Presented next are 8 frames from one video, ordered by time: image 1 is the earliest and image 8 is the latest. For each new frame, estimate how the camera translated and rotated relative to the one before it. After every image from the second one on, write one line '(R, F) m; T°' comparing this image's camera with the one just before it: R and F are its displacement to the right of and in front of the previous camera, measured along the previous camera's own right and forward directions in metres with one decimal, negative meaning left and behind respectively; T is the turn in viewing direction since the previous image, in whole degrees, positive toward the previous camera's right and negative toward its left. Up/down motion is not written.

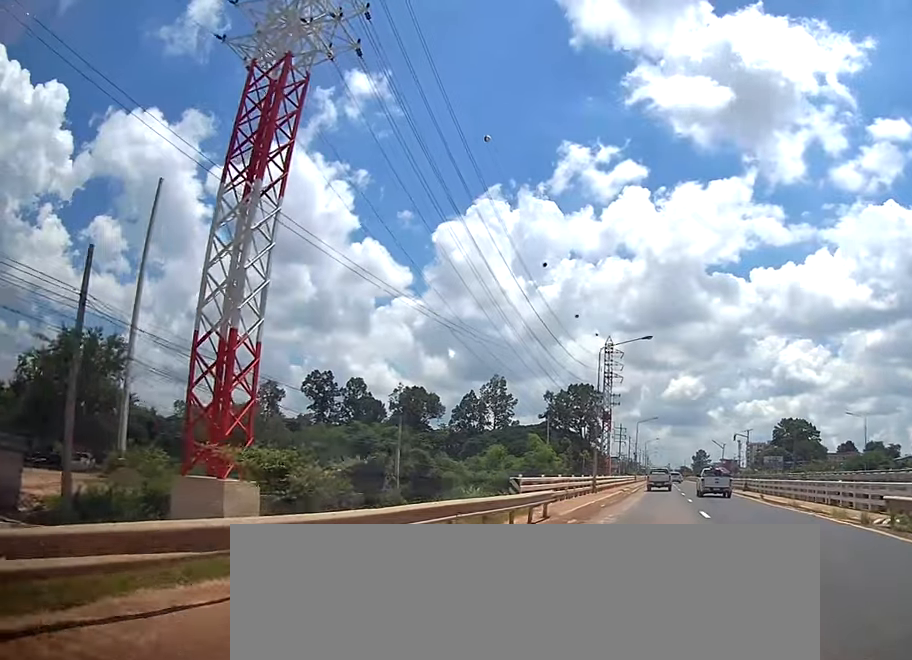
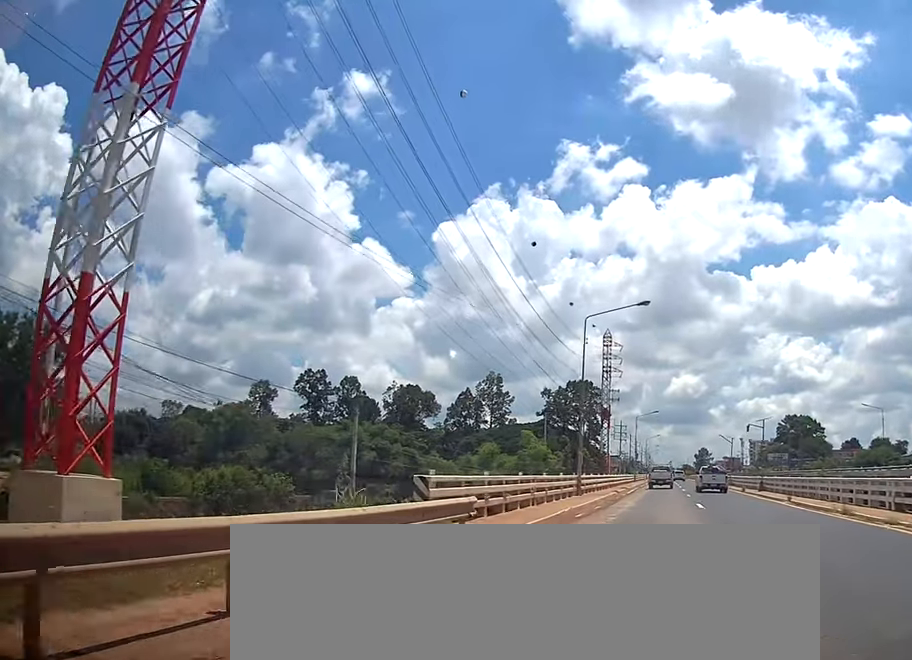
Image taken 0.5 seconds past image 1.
(0.0, +7.9) m; 0°
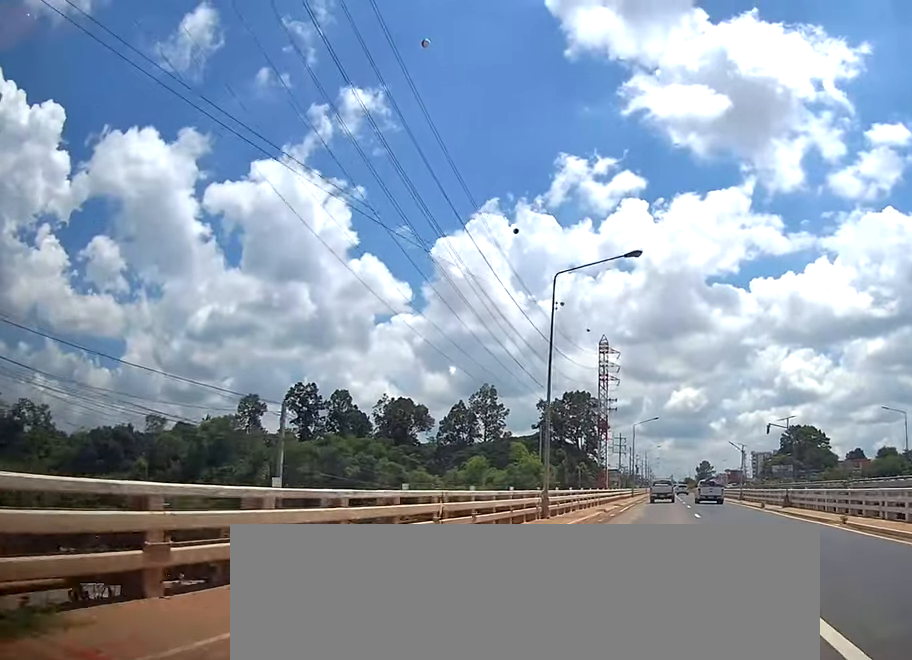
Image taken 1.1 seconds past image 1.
(-0.5, +9.4) m; 0°
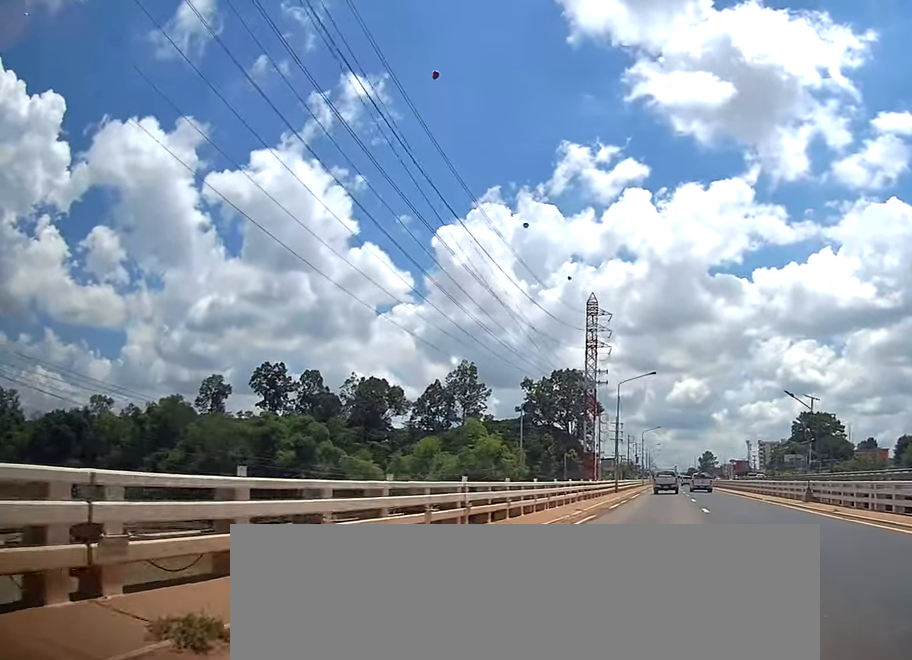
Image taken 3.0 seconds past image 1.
(+0.1, +28.1) m; 0°
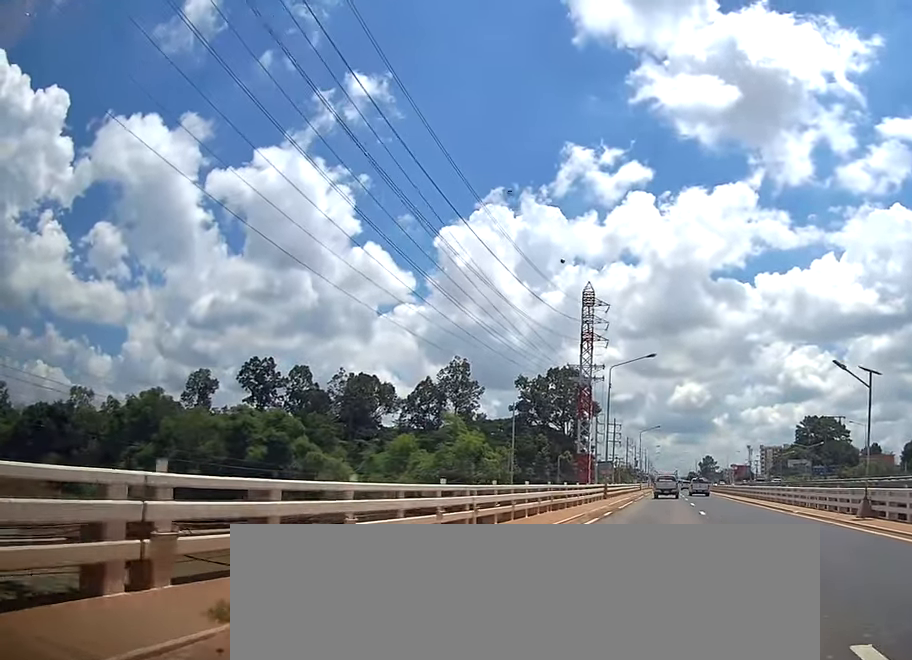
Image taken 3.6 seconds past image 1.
(+0.1, +9.1) m; 0°
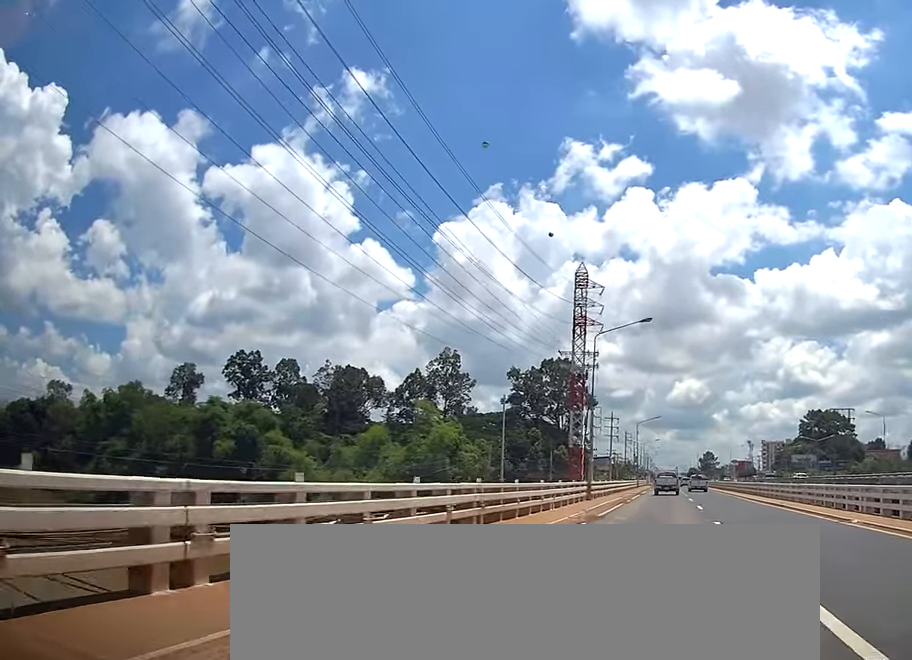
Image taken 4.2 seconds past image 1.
(+0.5, +9.1) m; 0°
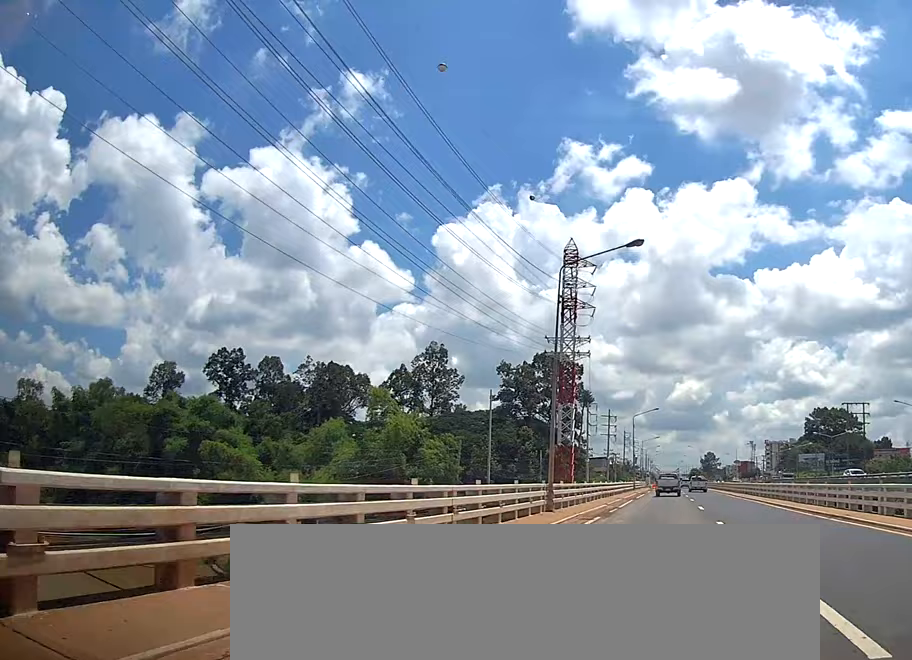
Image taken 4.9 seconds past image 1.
(-0.6, +11.8) m; -1°
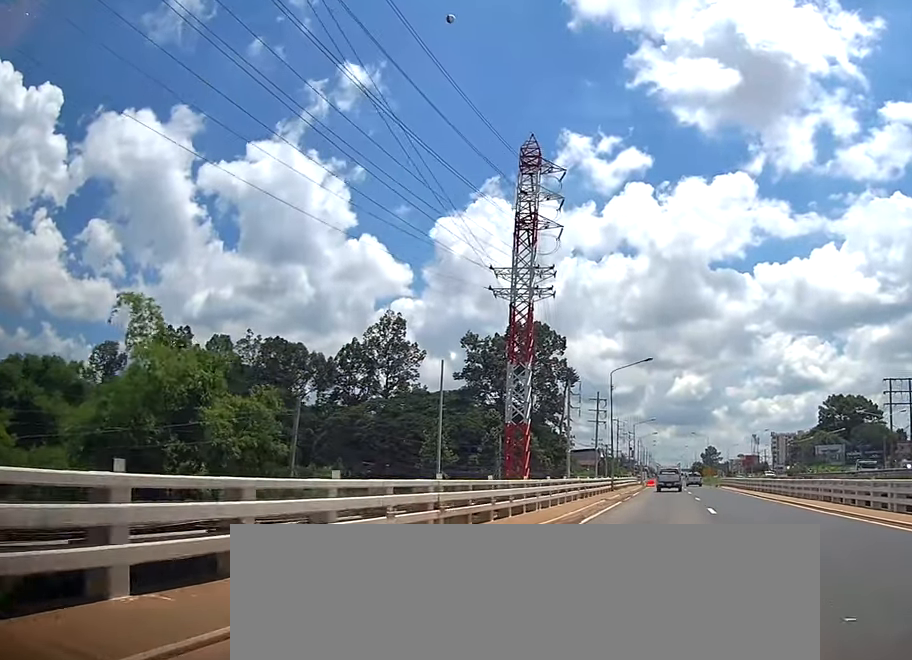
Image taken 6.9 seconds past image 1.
(-0.2, +30.3) m; -1°
